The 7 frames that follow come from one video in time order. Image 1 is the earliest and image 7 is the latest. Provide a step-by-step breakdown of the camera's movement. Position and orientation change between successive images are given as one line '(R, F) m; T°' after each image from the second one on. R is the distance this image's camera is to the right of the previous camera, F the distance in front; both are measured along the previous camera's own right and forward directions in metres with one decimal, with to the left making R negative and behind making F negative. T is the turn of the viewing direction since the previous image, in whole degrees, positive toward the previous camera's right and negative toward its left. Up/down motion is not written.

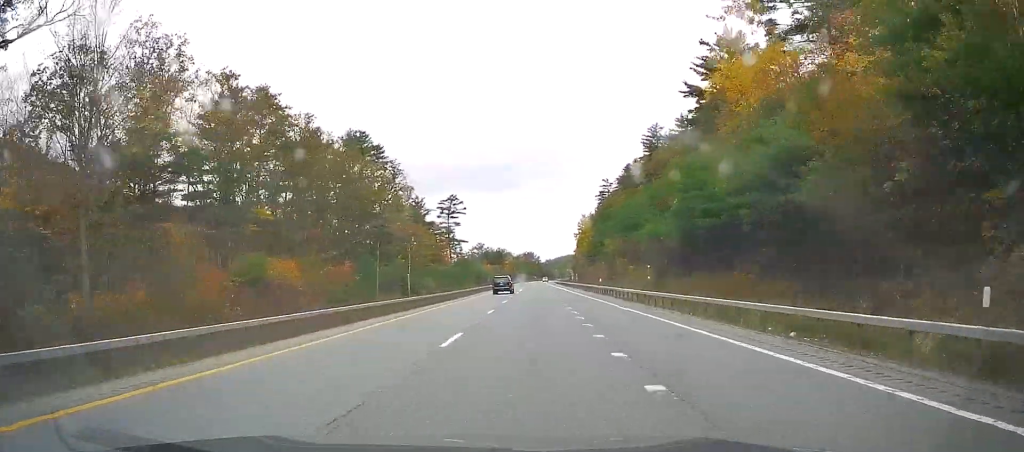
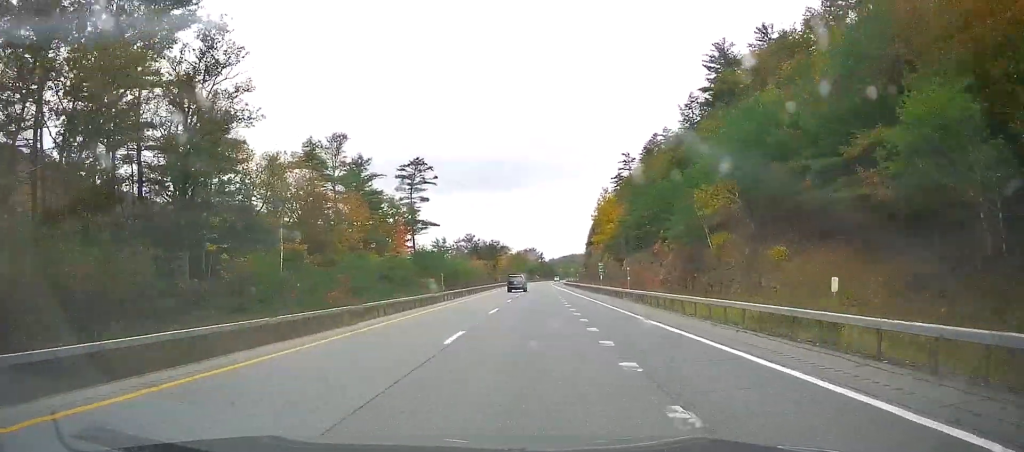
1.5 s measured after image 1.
(+0.2, +49.6) m; 0°
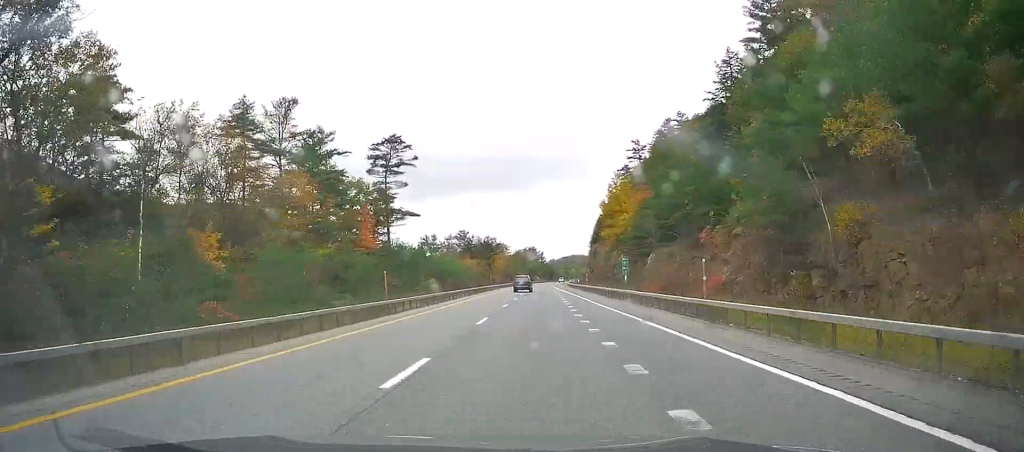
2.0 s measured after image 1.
(0.0, +18.7) m; 0°
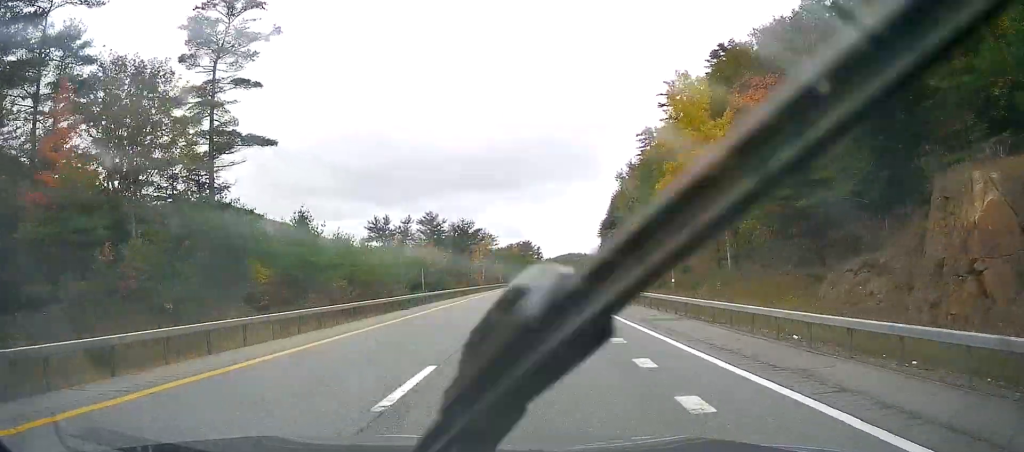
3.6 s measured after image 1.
(+0.5, +51.4) m; 0°
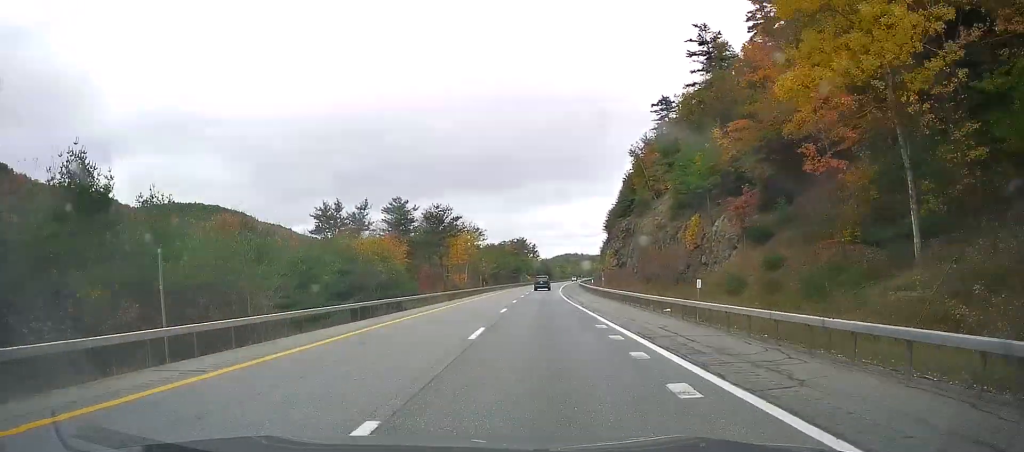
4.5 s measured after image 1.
(-0.2, +28.6) m; 0°
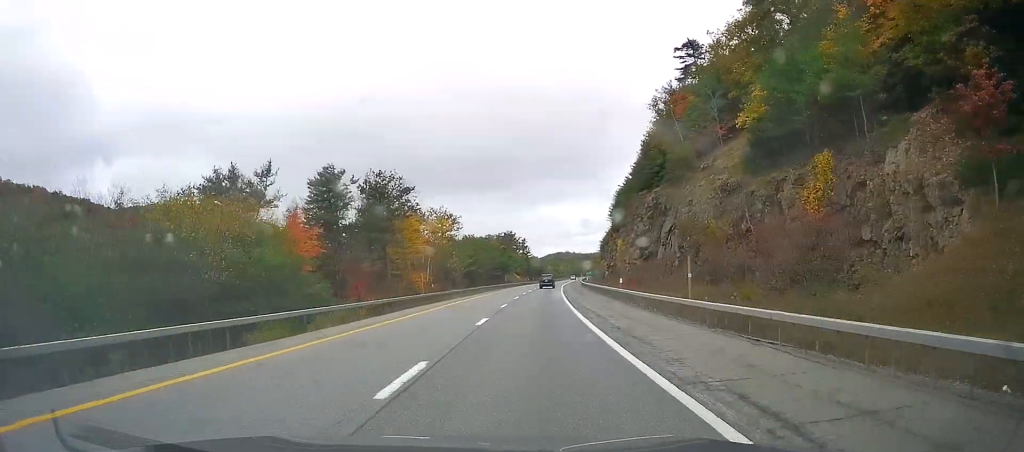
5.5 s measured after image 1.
(-0.1, +33.0) m; 0°
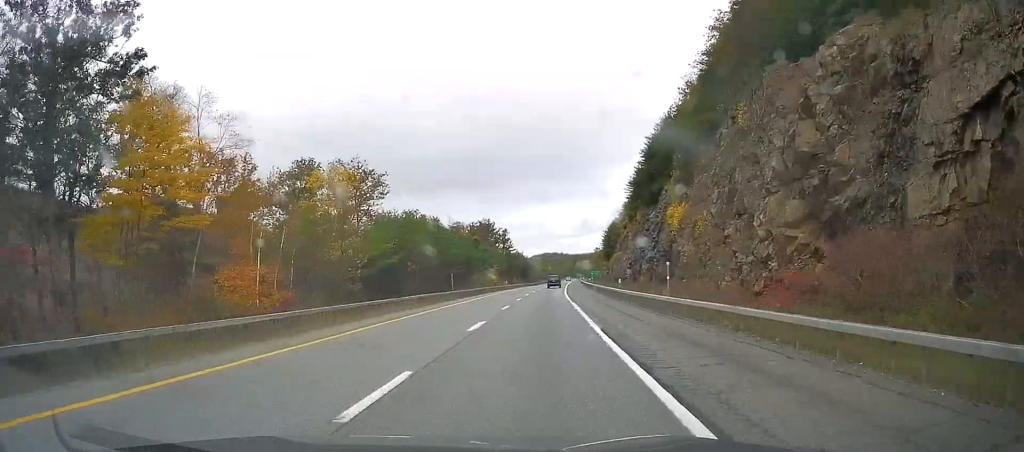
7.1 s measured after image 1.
(+0.3, +50.7) m; +1°
